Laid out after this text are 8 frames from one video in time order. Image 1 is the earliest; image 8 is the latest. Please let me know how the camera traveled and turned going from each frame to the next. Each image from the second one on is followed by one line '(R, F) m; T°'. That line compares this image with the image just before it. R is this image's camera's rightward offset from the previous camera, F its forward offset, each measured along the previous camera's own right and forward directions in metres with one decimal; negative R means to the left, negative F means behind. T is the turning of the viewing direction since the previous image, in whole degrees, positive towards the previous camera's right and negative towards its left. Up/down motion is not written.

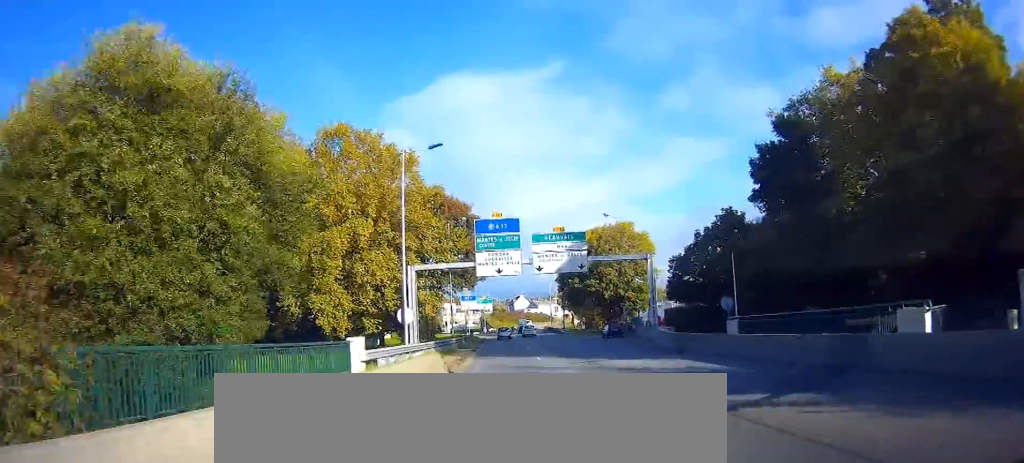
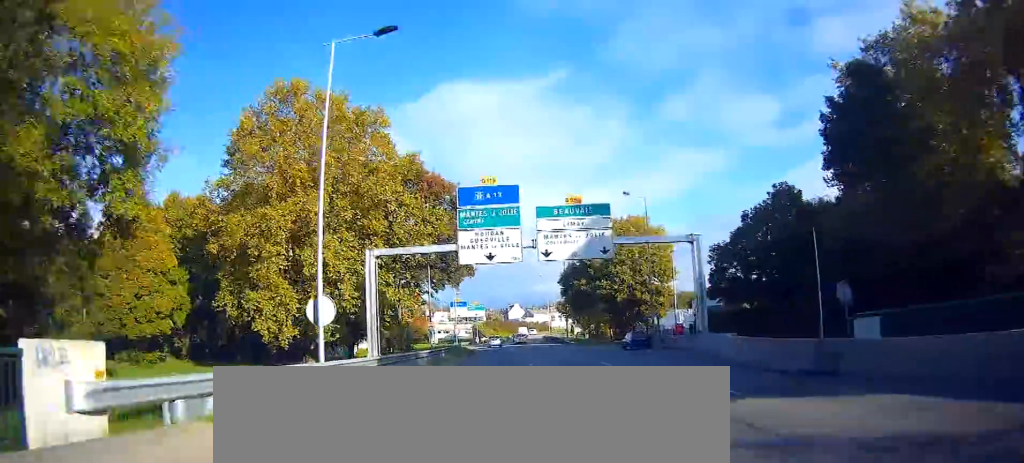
(0.0, +13.0) m; 0°
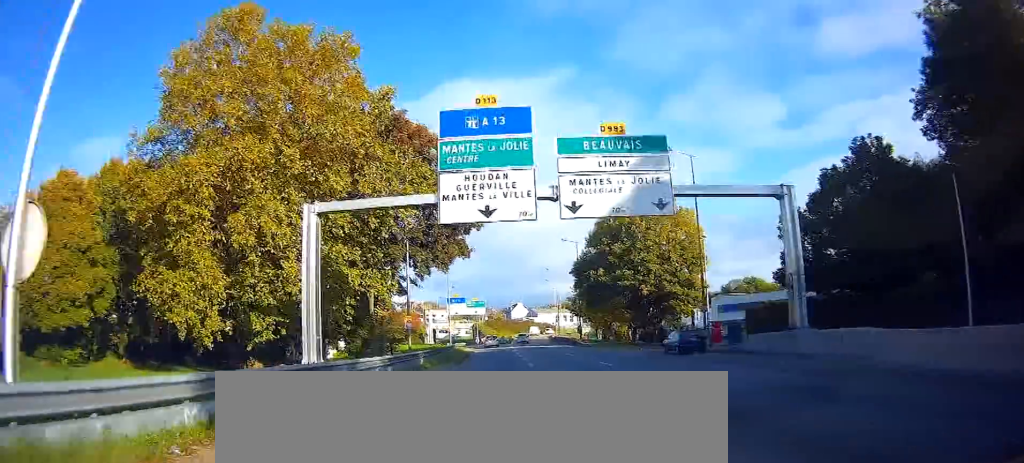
(0.0, +11.4) m; 0°
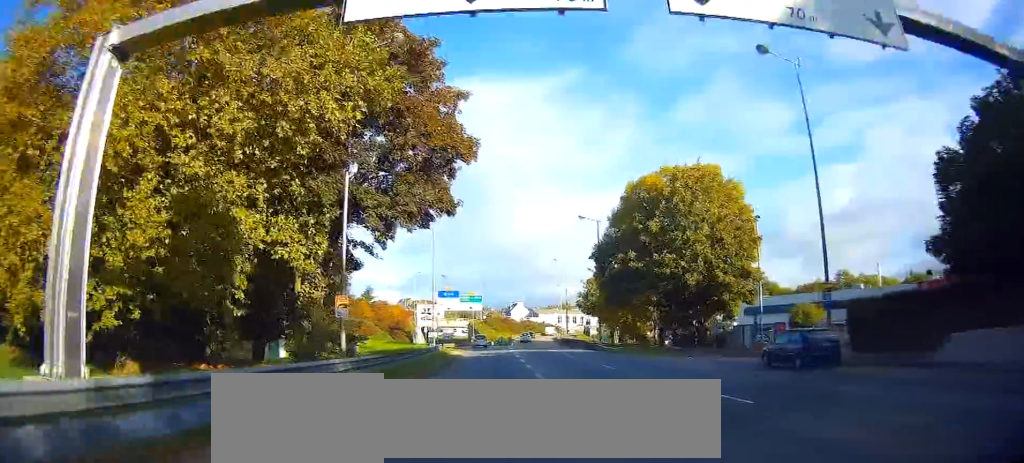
(0.0, +14.3) m; 0°
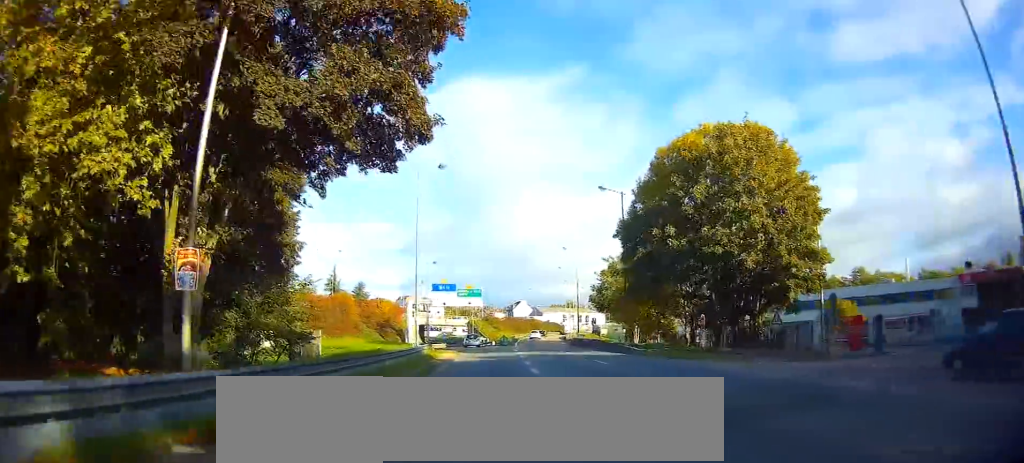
(0.0, +10.6) m; 0°
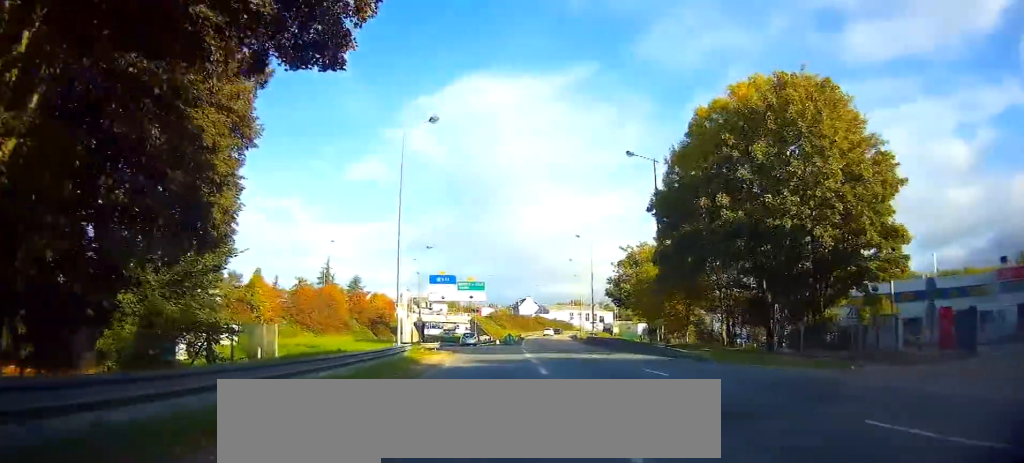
(0.0, +8.4) m; 0°
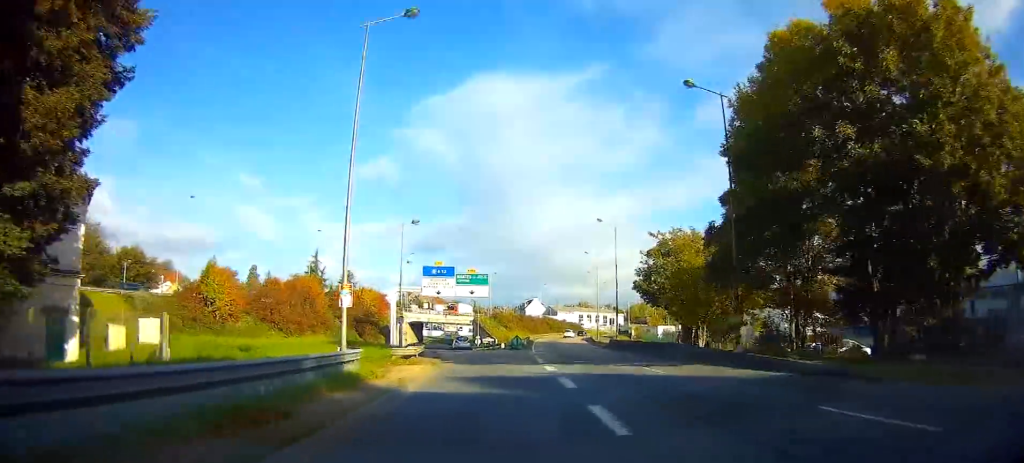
(0.0, +11.4) m; -1°
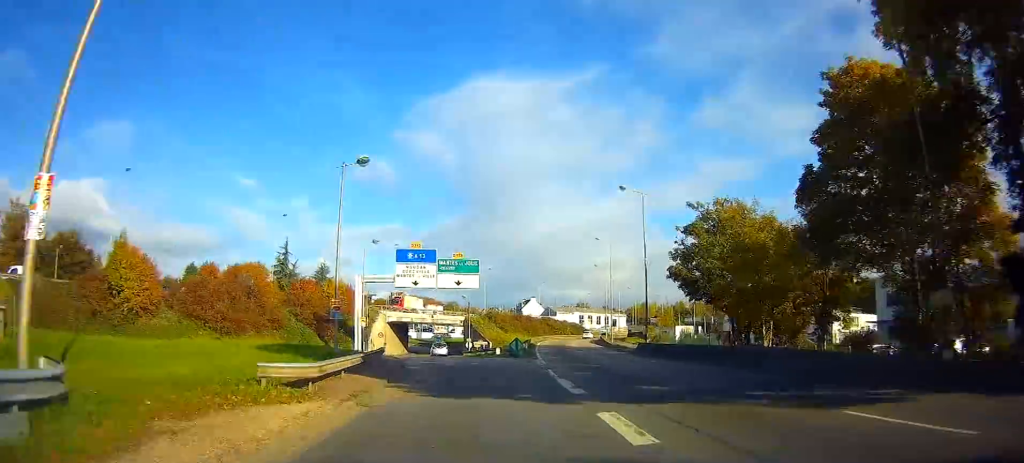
(-0.1, +13.8) m; 0°
